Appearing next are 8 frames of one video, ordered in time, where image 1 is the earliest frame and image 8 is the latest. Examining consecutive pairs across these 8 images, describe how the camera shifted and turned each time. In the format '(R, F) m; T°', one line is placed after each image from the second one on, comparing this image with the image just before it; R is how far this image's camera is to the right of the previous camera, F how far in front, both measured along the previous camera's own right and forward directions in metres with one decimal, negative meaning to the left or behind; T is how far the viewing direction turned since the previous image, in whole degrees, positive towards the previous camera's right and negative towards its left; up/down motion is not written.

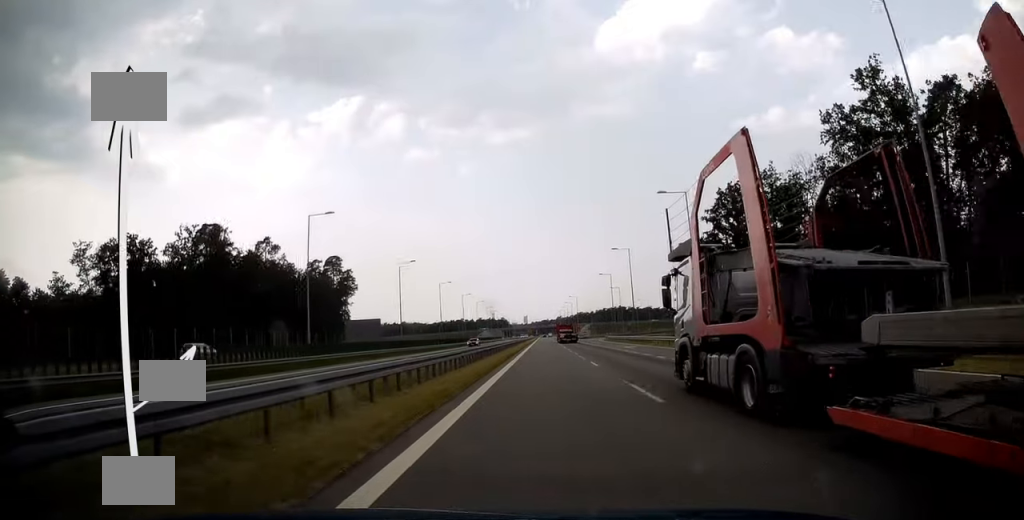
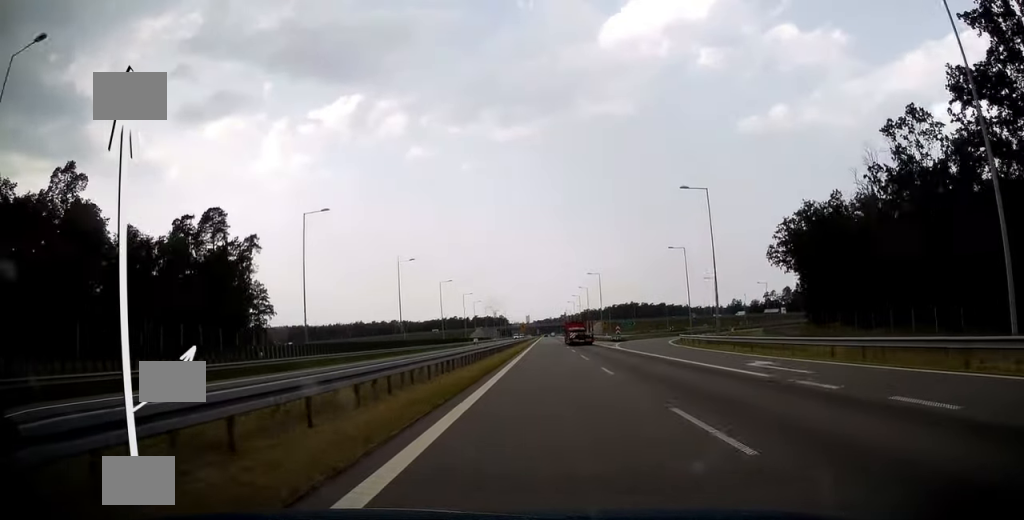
(+0.5, +65.1) m; 0°
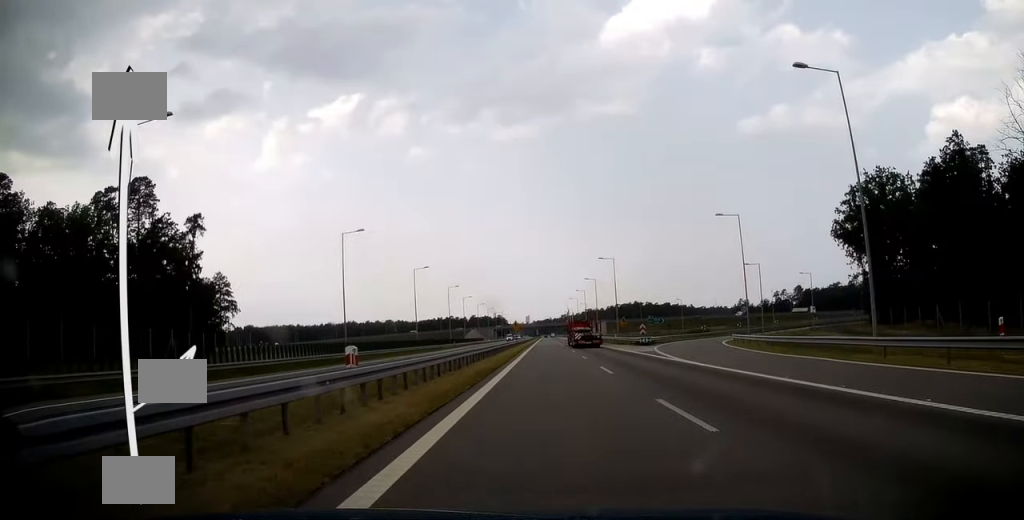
(-0.2, +22.4) m; 0°
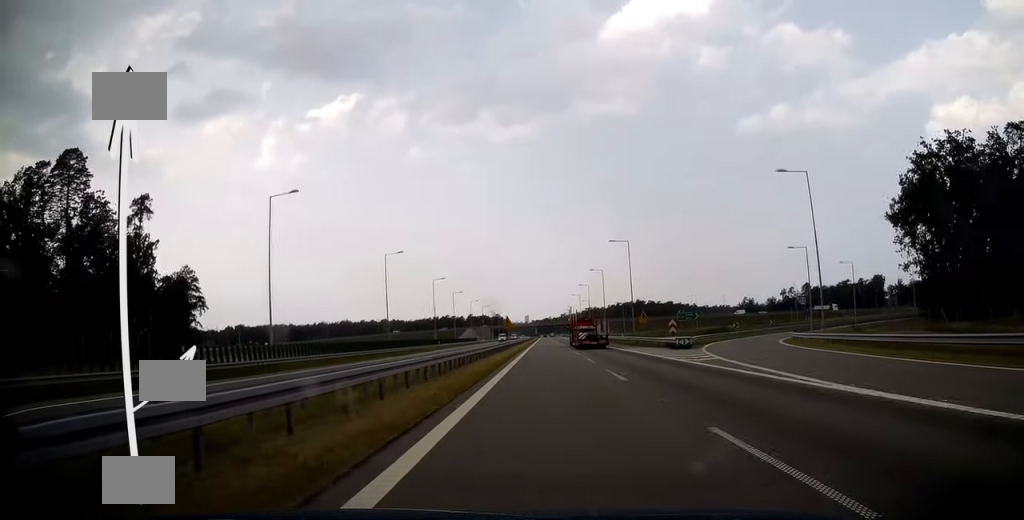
(0.0, +15.8) m; 0°
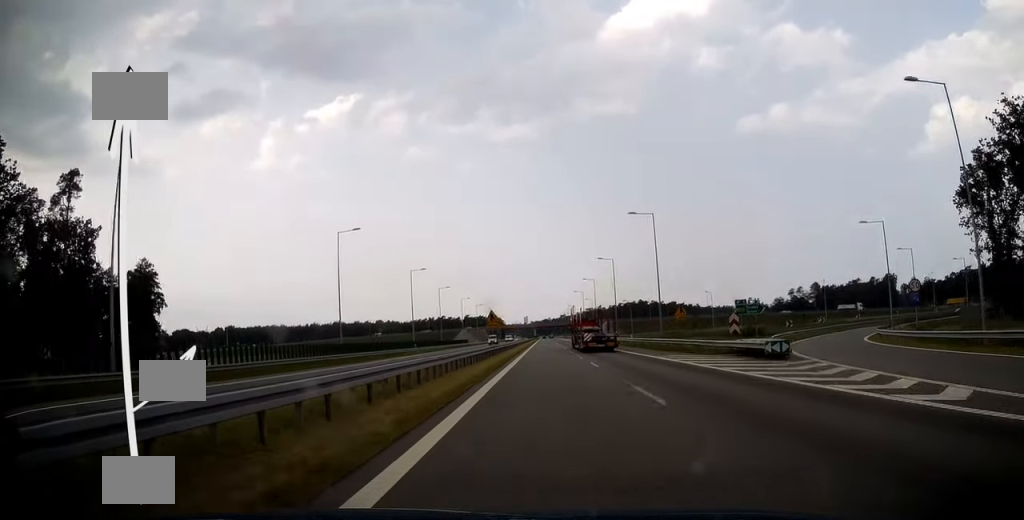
(0.0, +16.8) m; 0°
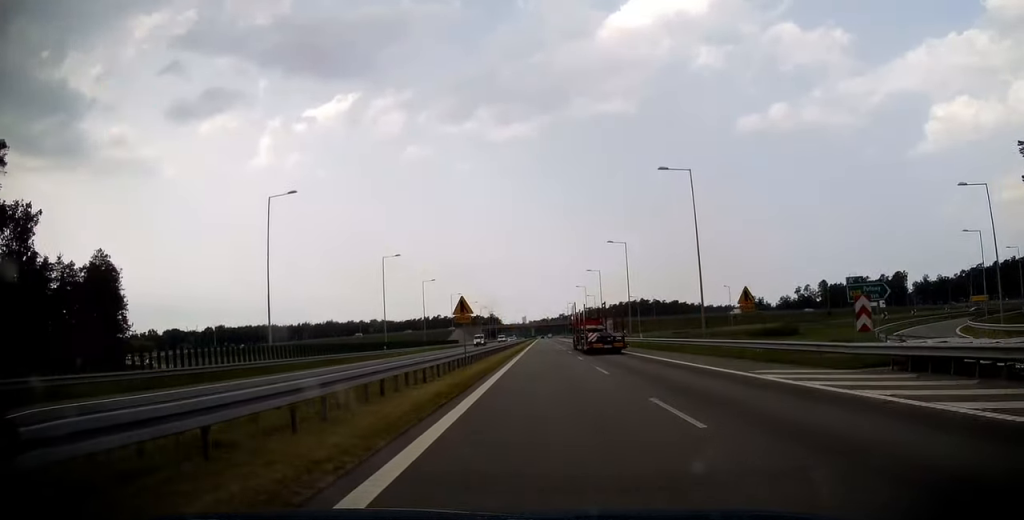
(0.0, +14.7) m; 0°
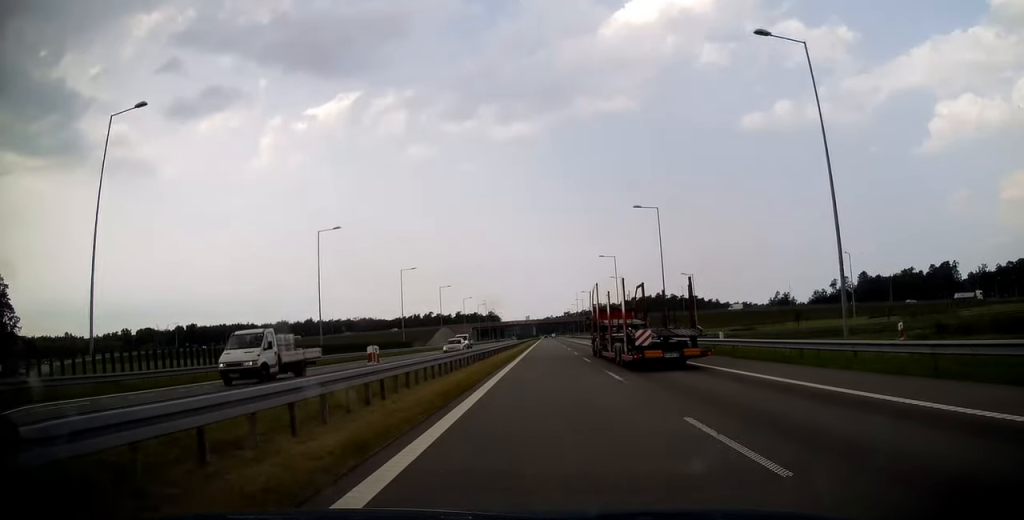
(0.0, +50.6) m; 0°
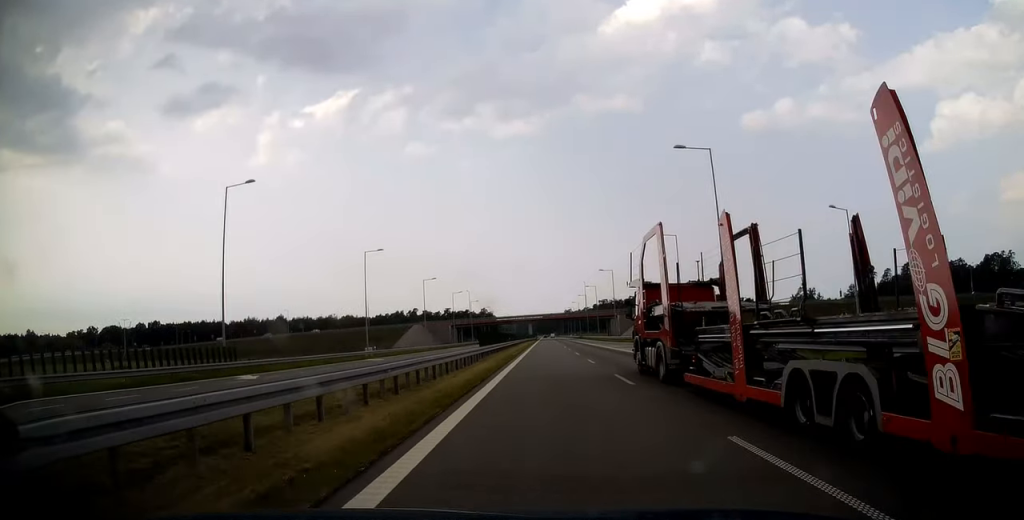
(+0.2, +49.6) m; +1°
